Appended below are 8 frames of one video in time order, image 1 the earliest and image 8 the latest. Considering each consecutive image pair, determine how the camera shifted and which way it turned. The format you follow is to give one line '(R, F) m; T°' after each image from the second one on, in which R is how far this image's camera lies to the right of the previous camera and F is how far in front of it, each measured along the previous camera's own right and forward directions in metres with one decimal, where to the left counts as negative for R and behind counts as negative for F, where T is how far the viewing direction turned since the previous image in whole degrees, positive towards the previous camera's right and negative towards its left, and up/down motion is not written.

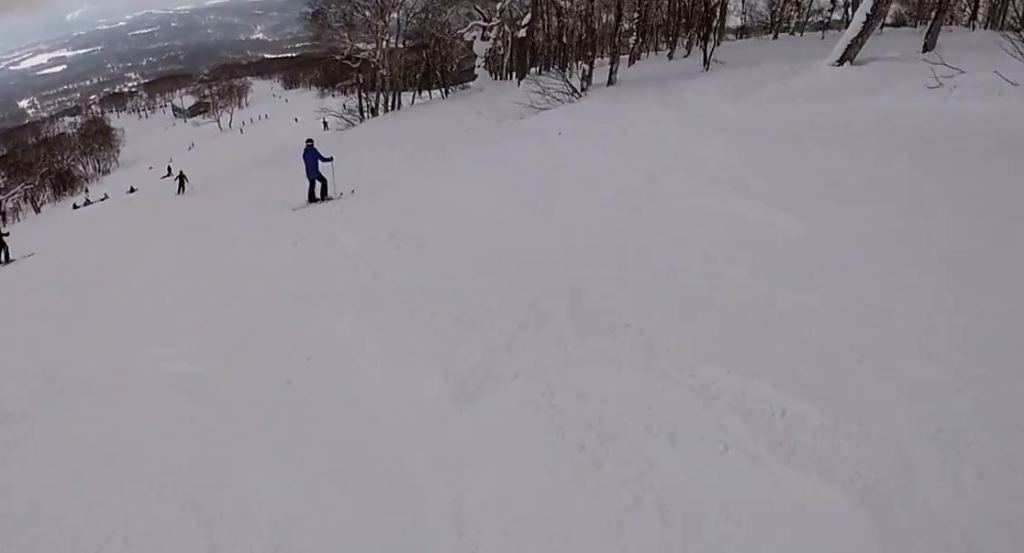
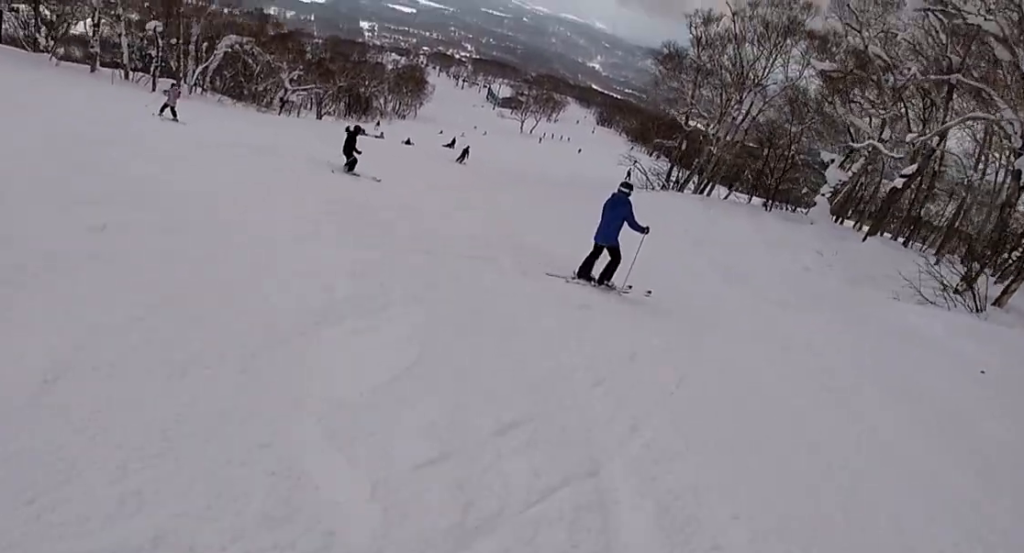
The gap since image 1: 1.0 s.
(-0.9, +6.3) m; -8°
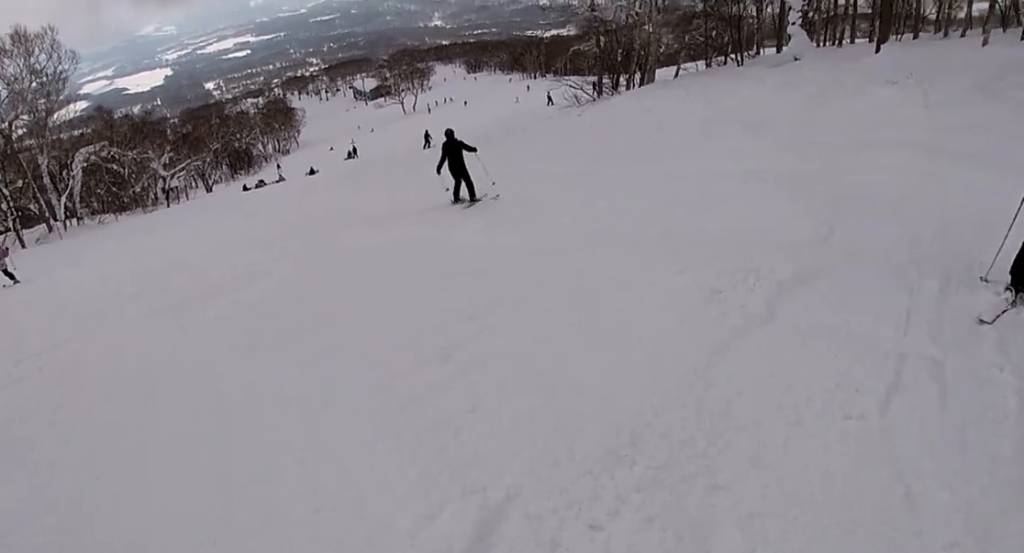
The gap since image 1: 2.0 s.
(0.0, +6.4) m; +3°
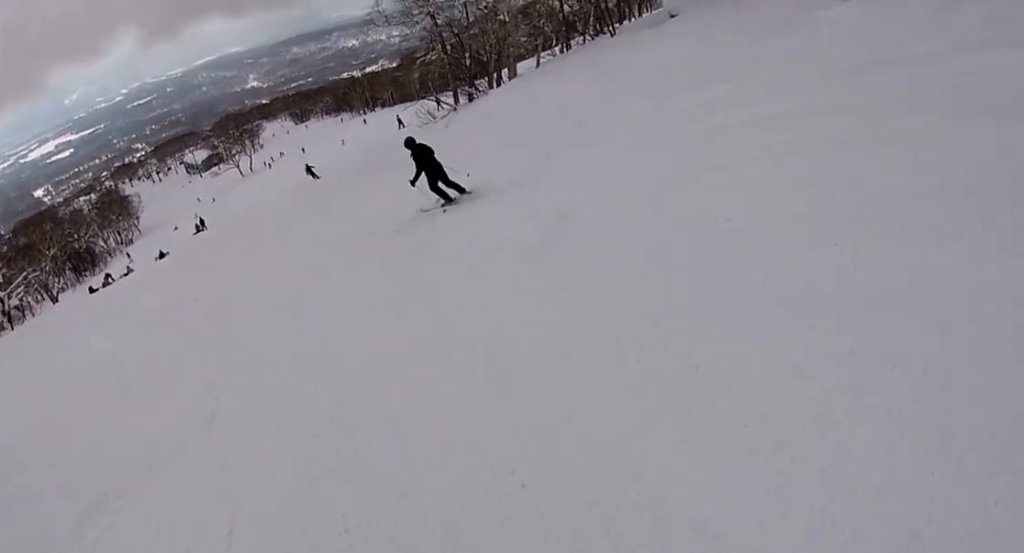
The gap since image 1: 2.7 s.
(-0.2, +4.3) m; +17°
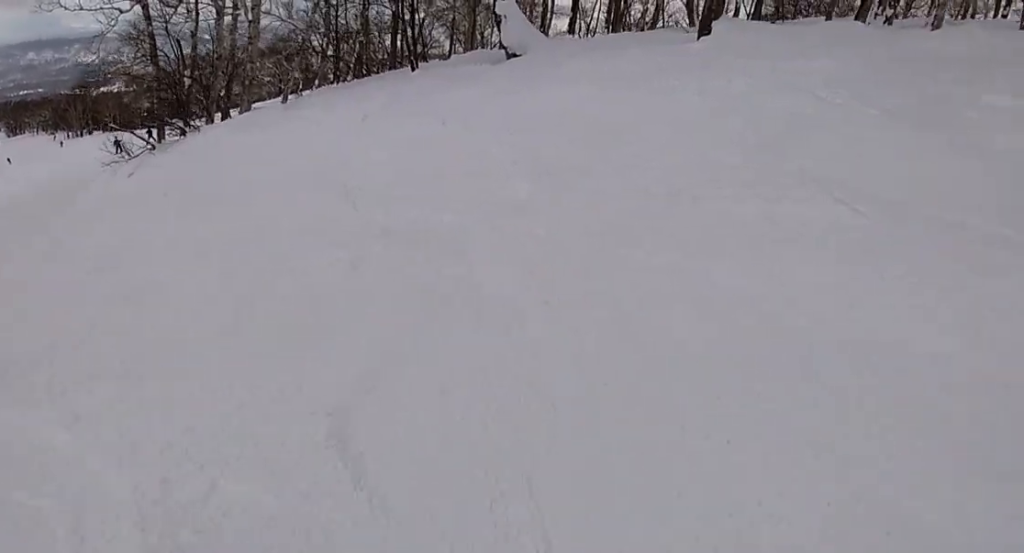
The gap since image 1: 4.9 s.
(+5.4, +10.0) m; +34°
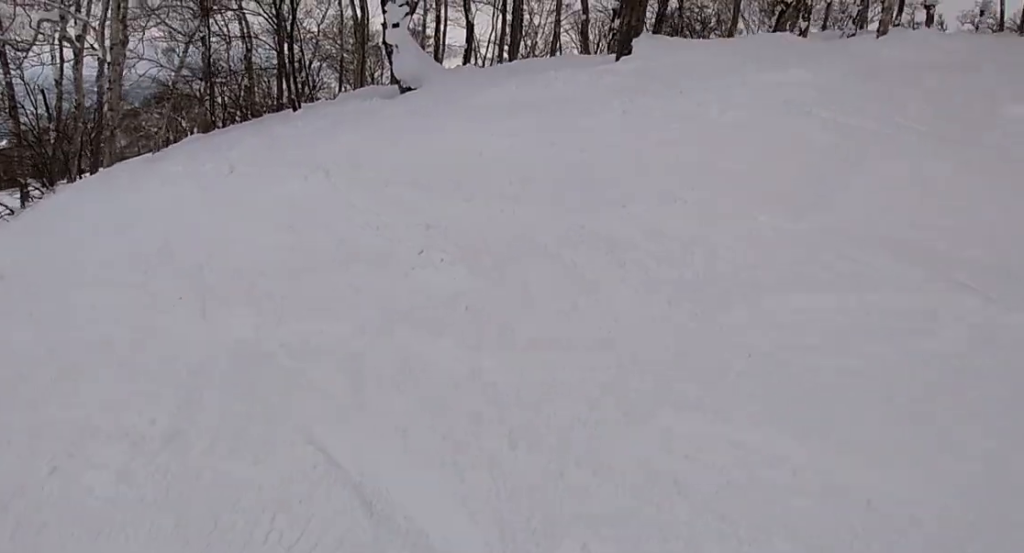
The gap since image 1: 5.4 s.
(0.0, +1.8) m; -3°
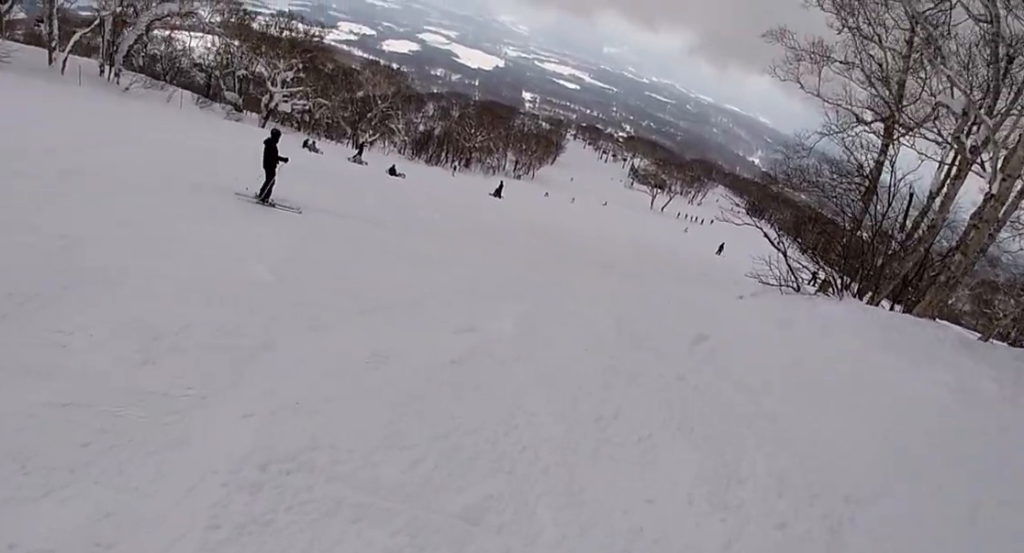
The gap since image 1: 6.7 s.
(-0.3, +3.2) m; -41°
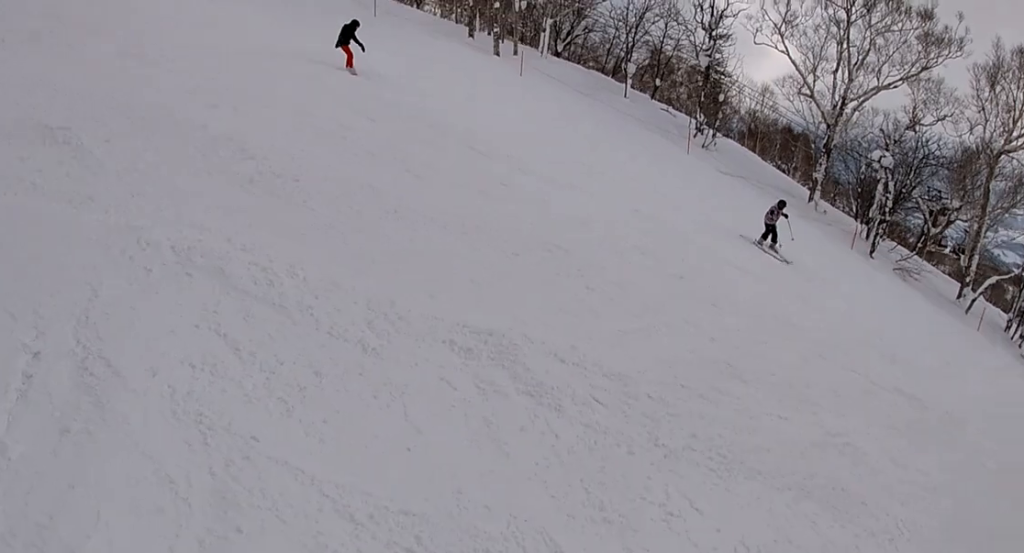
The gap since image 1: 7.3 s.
(-0.4, +1.1) m; -25°
